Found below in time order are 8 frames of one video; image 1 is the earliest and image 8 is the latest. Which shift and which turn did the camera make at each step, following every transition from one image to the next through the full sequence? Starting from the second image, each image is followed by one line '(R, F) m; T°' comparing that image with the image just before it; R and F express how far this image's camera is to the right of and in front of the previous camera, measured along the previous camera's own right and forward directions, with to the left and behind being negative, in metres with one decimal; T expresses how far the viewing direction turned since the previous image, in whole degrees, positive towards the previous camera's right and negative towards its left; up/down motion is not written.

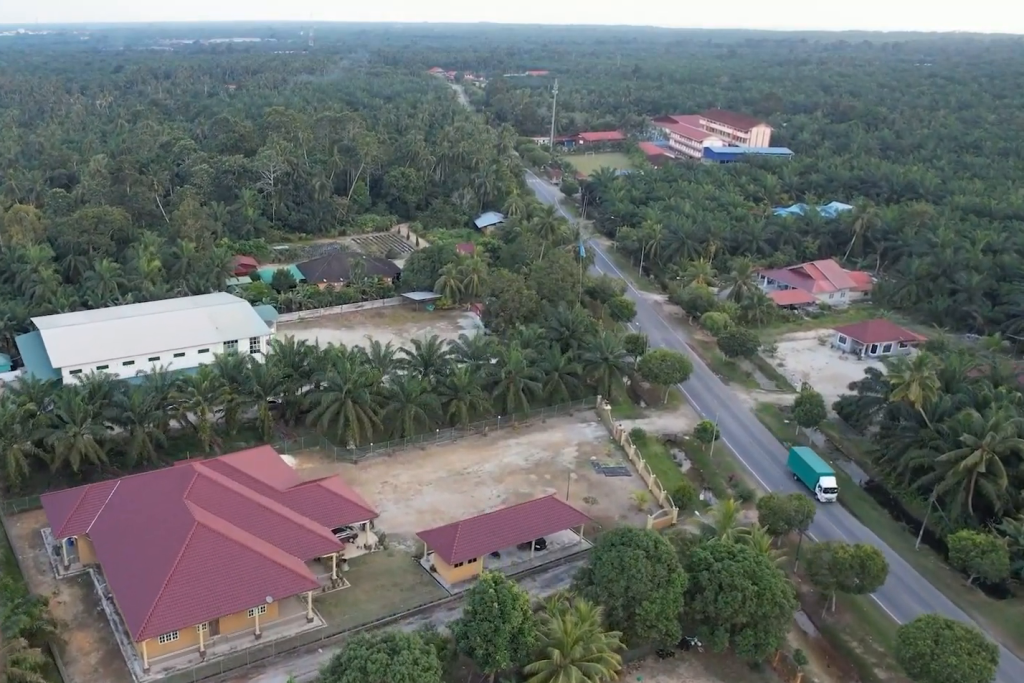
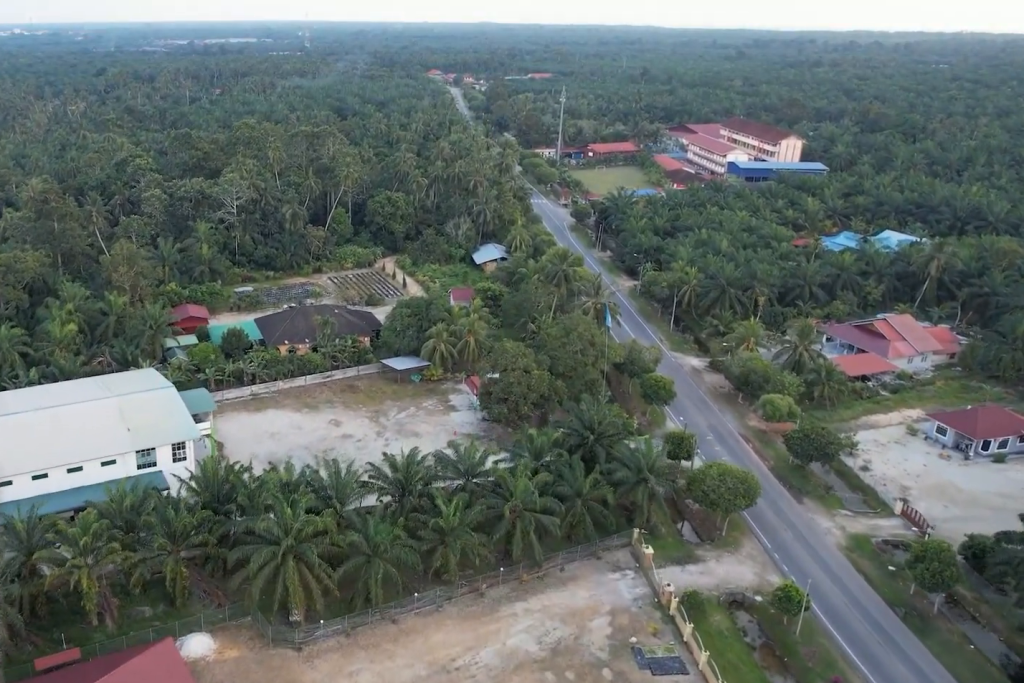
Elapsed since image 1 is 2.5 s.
(+0.2, +36.9) m; +1°
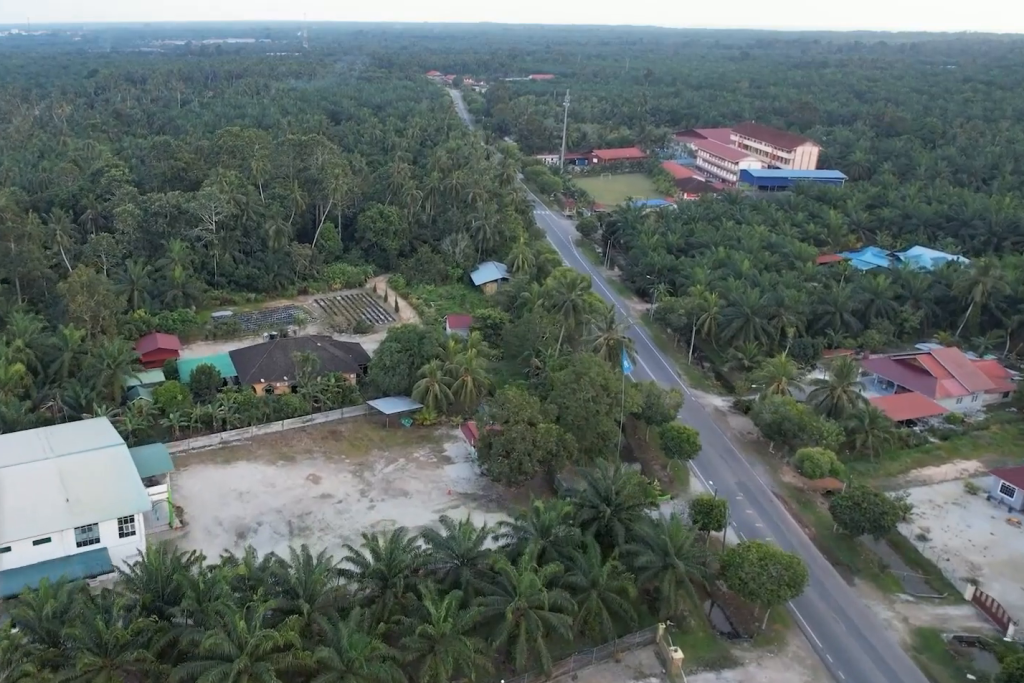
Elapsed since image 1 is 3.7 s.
(-0.2, +16.6) m; -1°
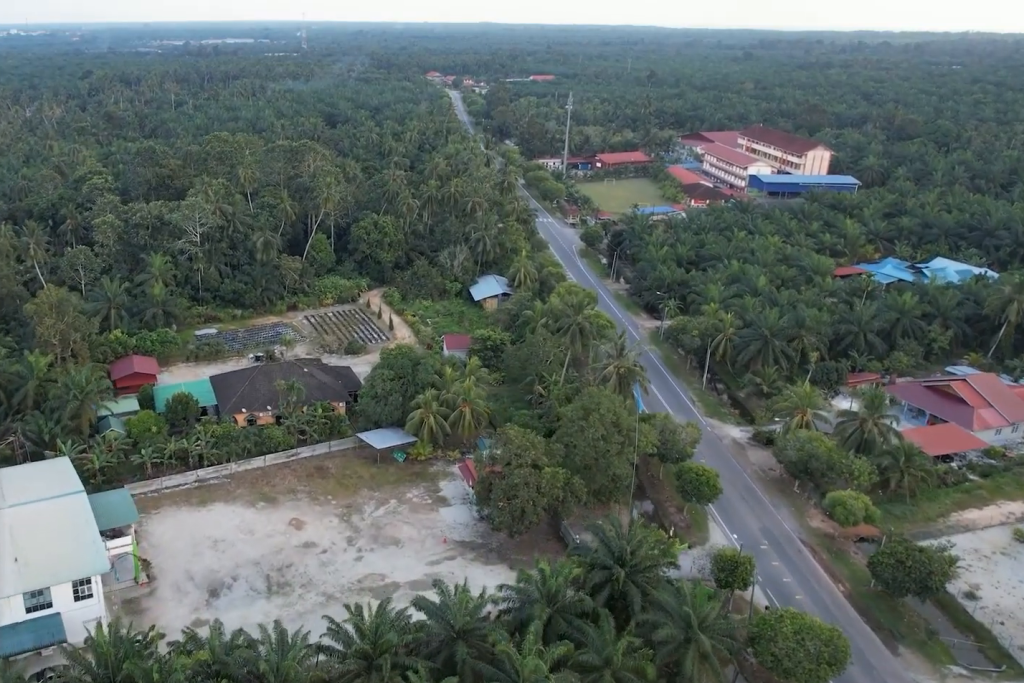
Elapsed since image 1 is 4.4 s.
(0.0, +11.0) m; 0°
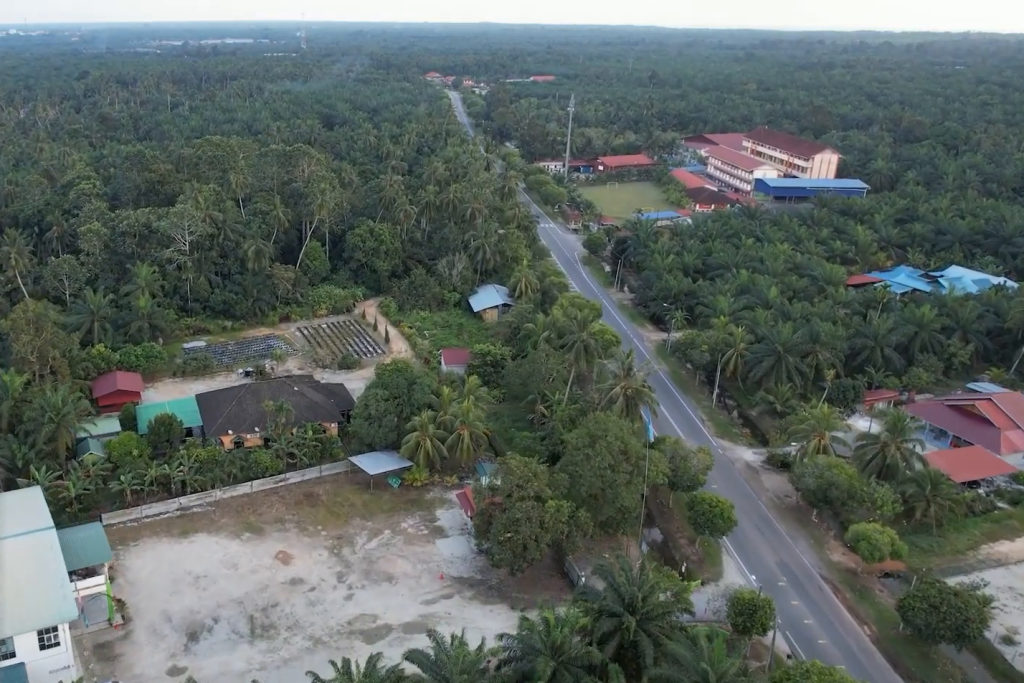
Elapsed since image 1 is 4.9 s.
(0.0, +6.8) m; 0°
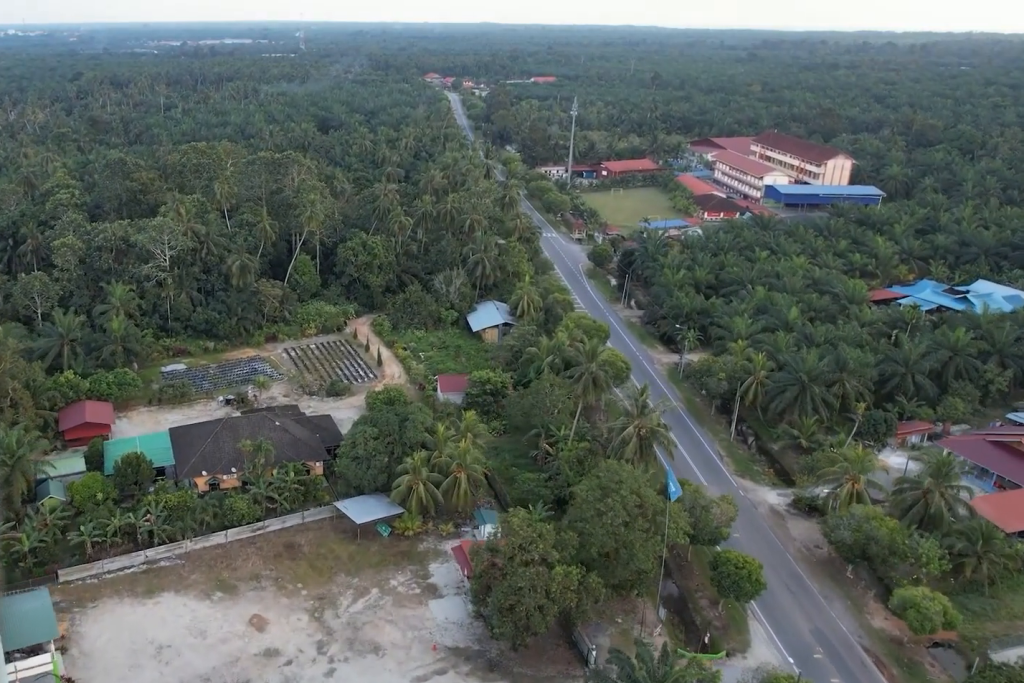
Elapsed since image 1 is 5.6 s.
(0.0, +11.1) m; 0°
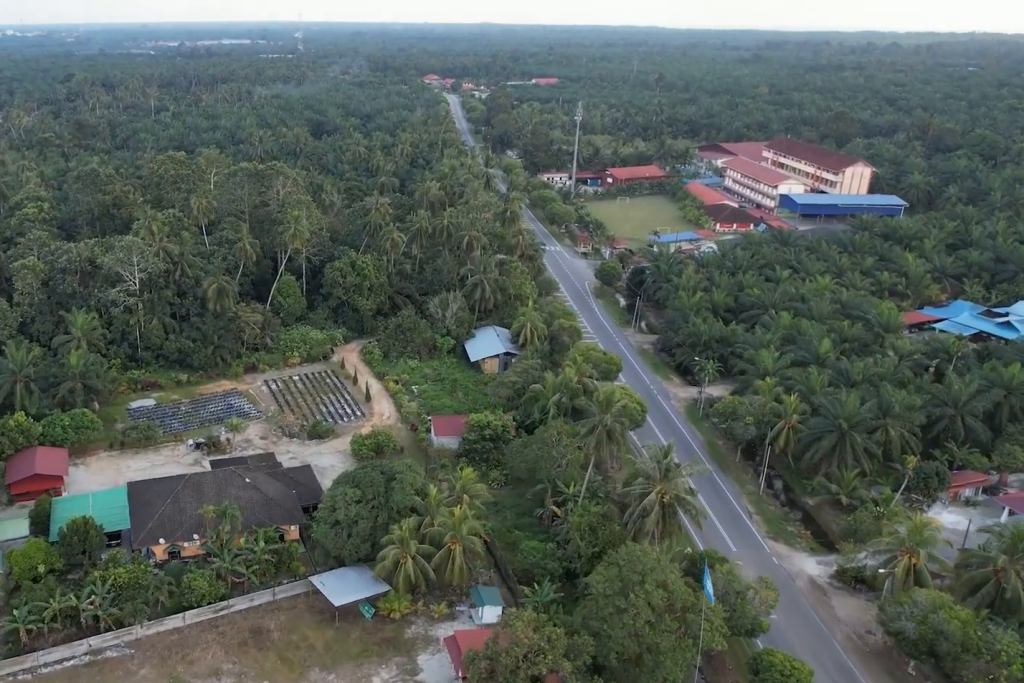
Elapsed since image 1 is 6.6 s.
(0.0, +14.8) m; 0°
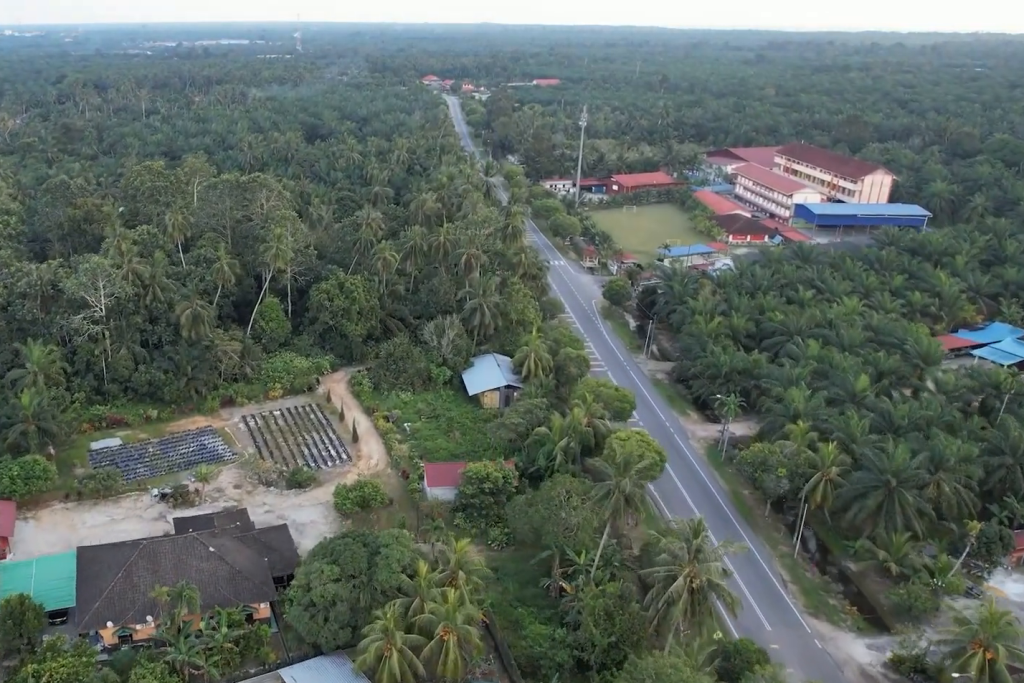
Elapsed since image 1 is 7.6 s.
(0.0, +14.2) m; 0°
